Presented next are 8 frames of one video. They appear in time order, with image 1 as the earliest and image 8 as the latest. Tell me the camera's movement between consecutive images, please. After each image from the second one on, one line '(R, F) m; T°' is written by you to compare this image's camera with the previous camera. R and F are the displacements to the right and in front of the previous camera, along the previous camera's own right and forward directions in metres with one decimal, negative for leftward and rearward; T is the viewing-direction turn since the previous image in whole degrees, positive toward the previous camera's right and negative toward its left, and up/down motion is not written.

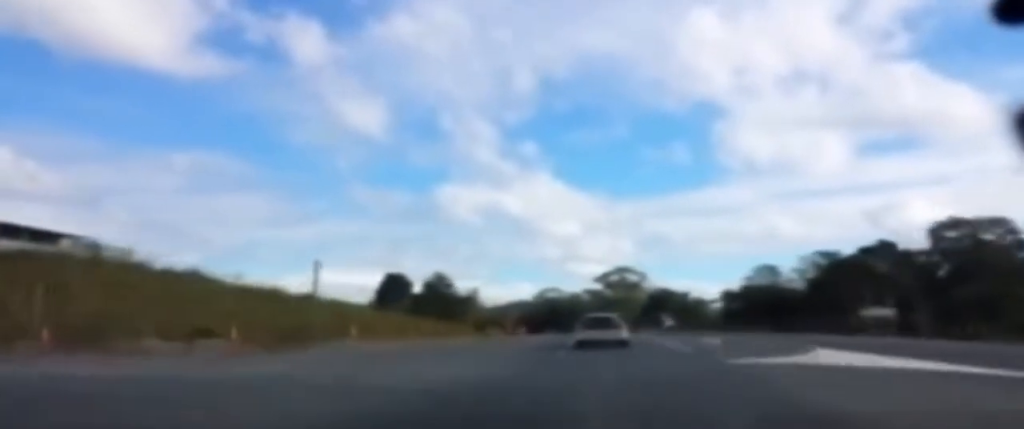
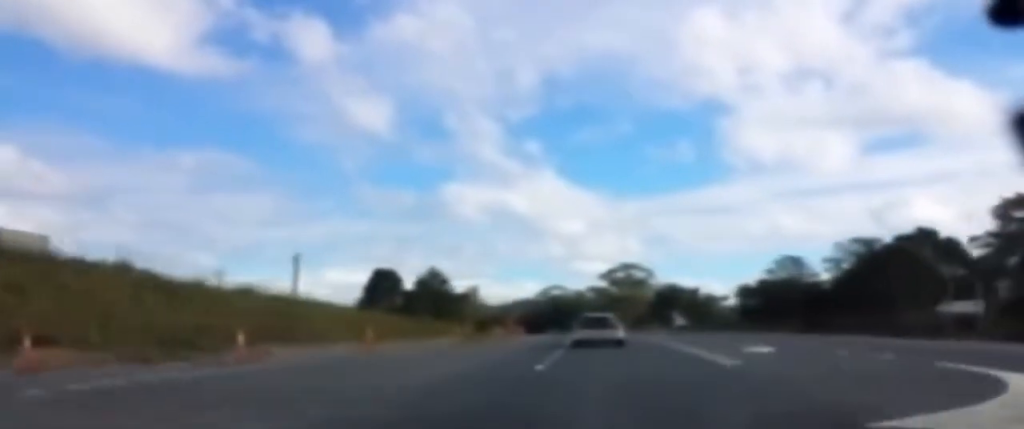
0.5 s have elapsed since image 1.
(-0.1, +11.4) m; 0°
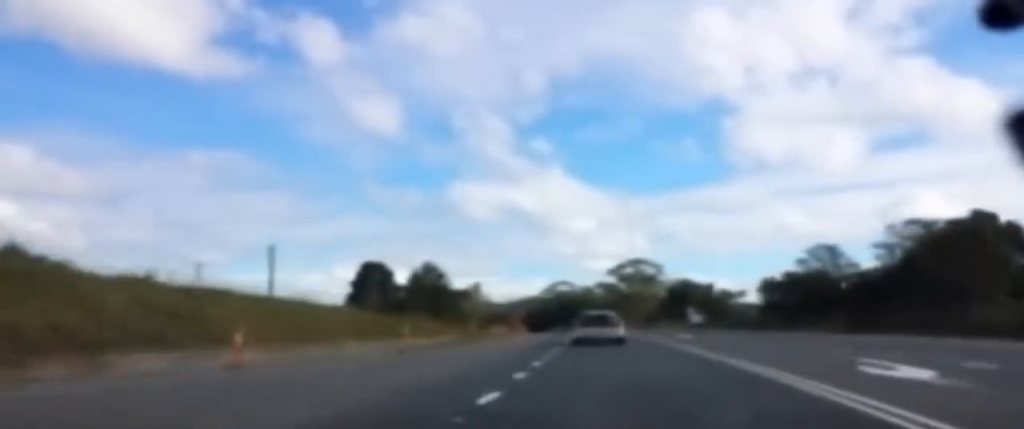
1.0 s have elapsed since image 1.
(-0.1, +12.2) m; 0°
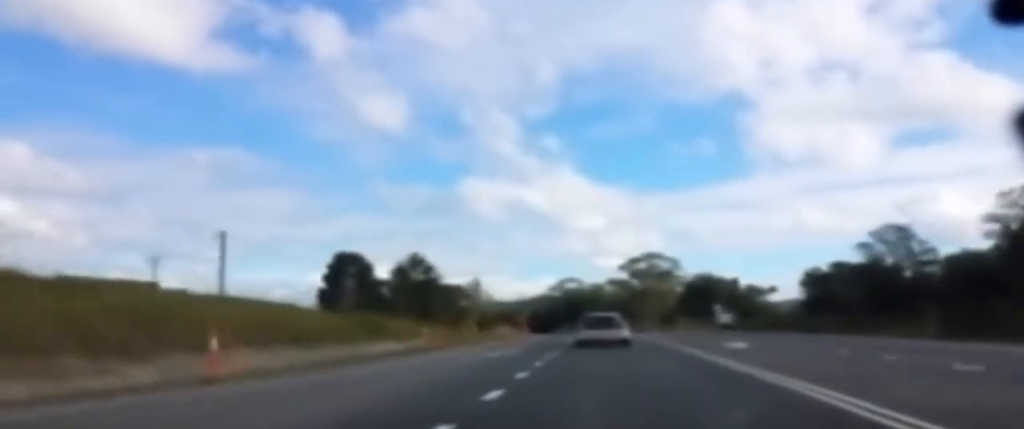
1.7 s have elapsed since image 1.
(+0.1, +15.2) m; 0°
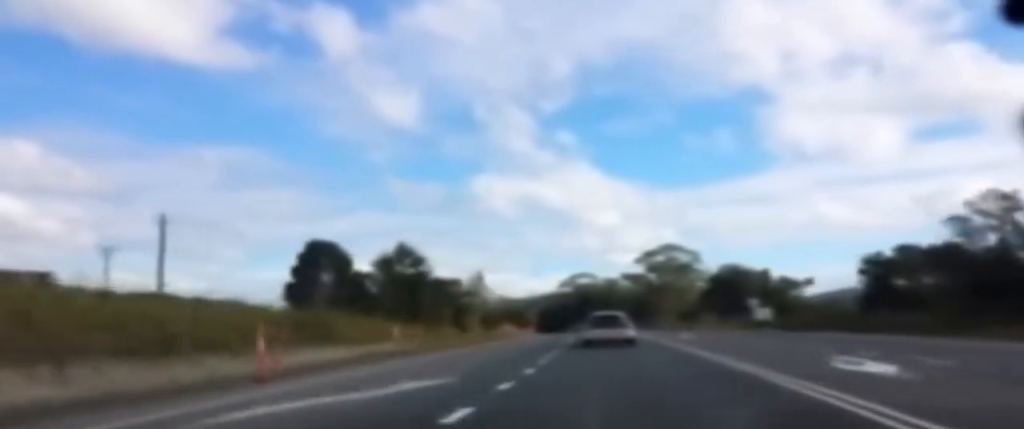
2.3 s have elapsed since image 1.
(0.0, +14.3) m; -1°
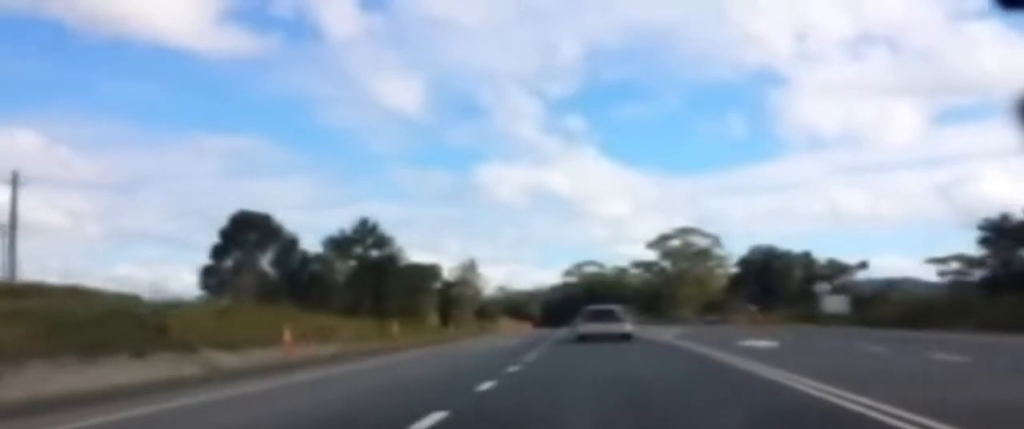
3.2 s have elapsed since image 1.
(-0.3, +20.2) m; -2°
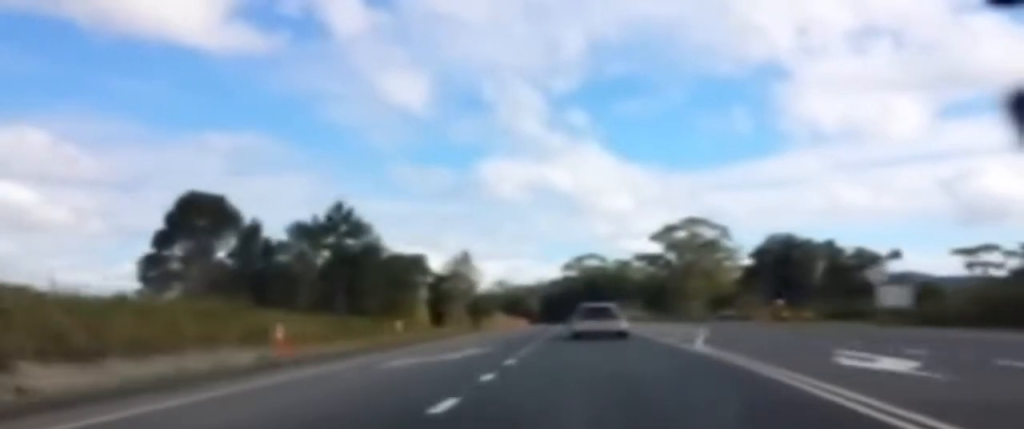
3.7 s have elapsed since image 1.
(-0.2, +10.5) m; 0°
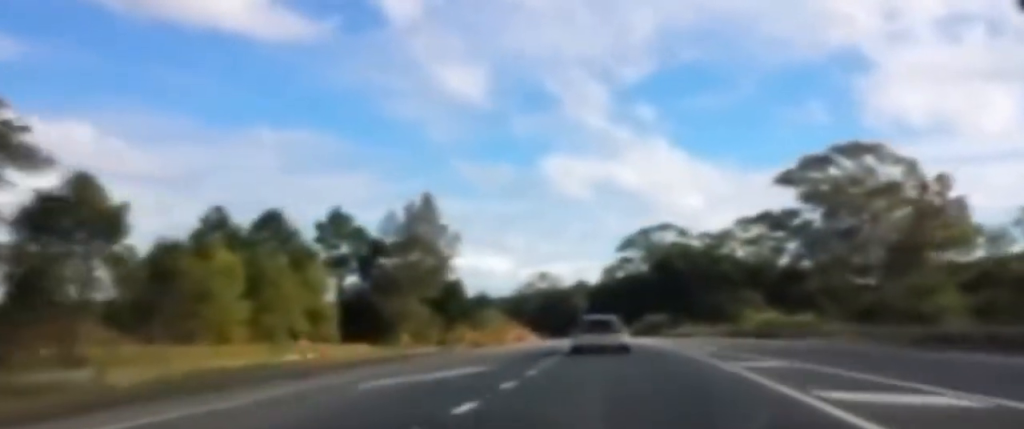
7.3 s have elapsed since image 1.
(-1.0, +81.0) m; -3°
